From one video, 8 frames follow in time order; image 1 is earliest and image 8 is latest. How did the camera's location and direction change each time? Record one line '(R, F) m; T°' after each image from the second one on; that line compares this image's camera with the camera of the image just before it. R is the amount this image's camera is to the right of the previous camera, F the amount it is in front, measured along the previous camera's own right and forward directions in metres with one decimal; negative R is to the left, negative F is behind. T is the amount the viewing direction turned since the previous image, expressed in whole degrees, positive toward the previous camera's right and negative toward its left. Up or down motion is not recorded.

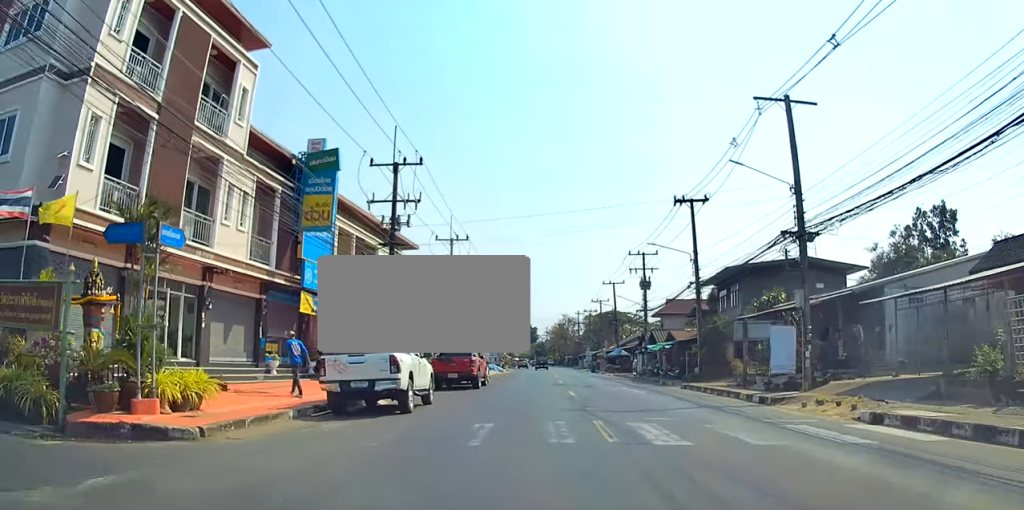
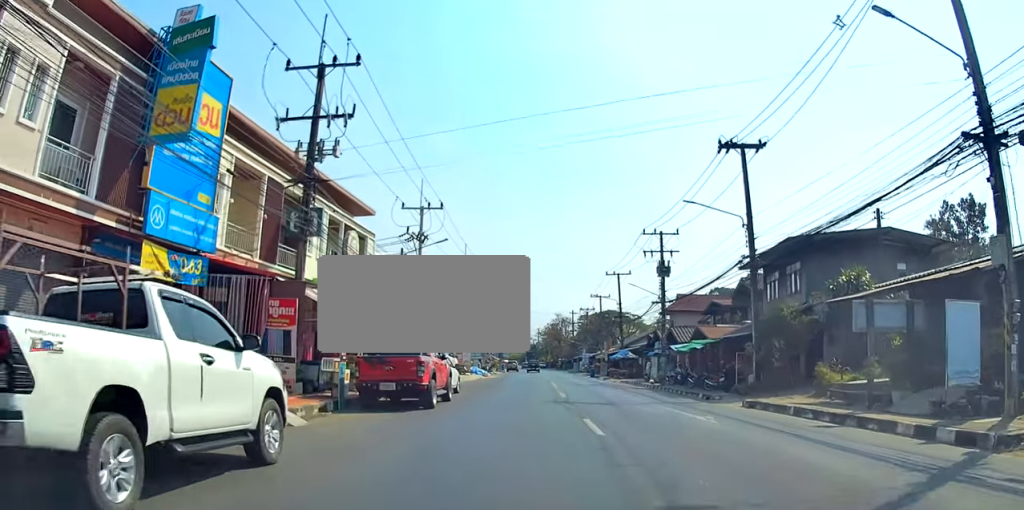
(+0.1, +10.5) m; +1°
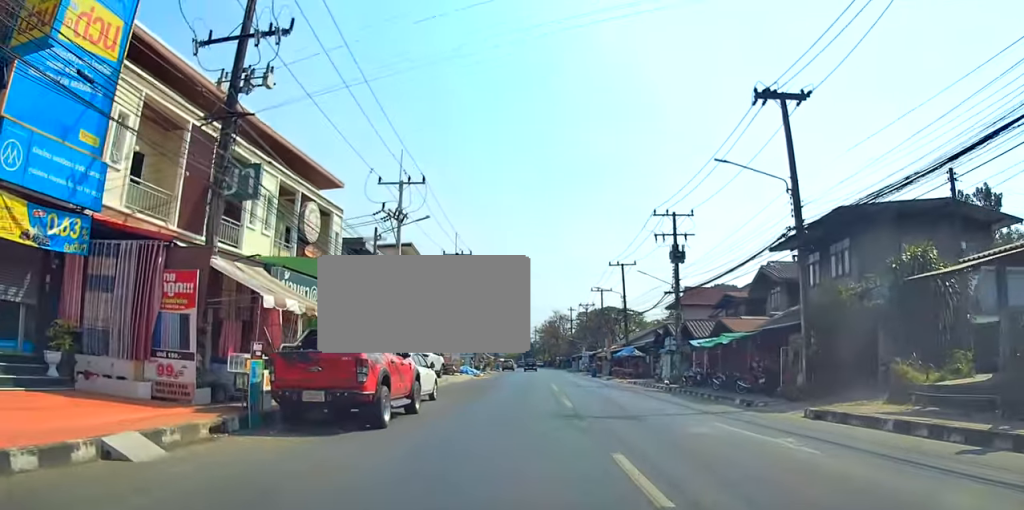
(0.0, +5.4) m; -1°
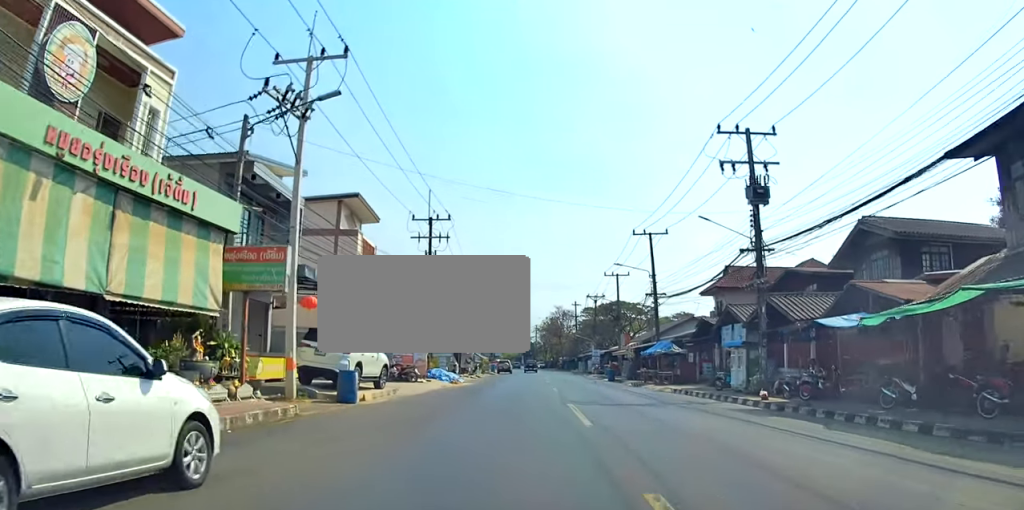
(-0.2, +14.0) m; -2°
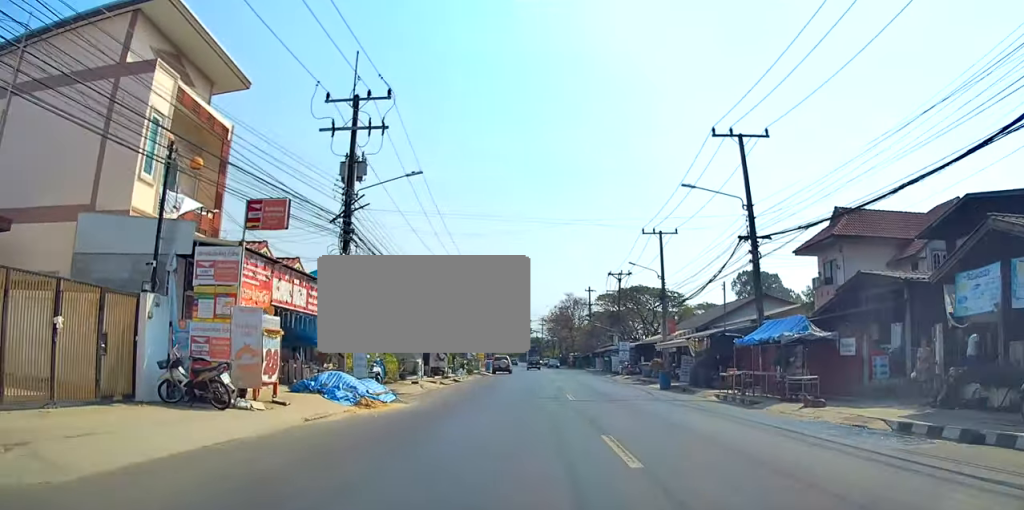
(0.0, +19.4) m; 0°
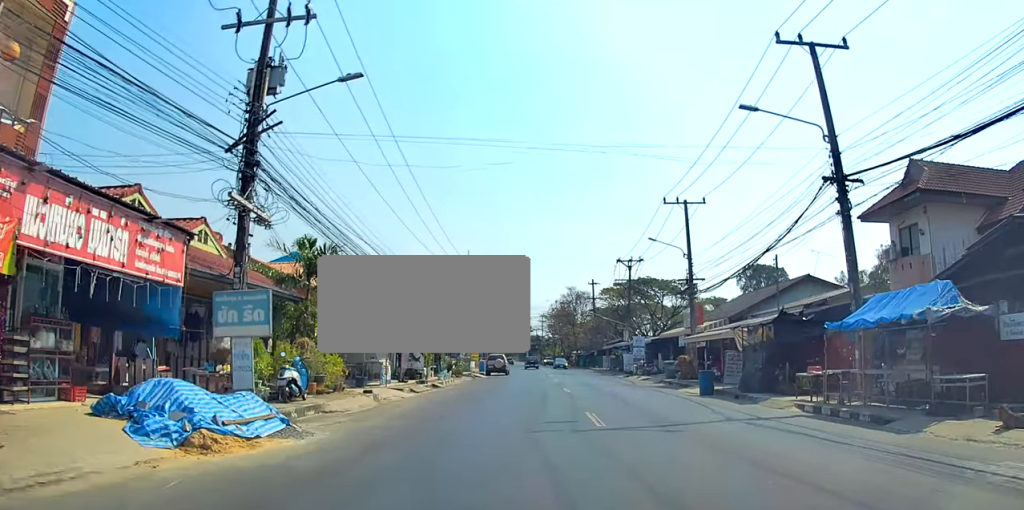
(0.0, +8.2) m; 0°
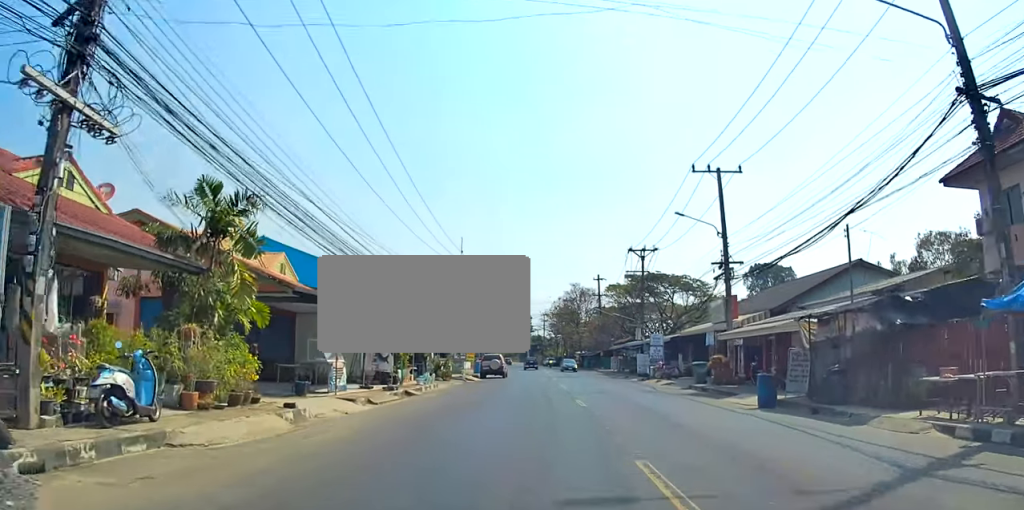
(-0.1, +6.0) m; 0°
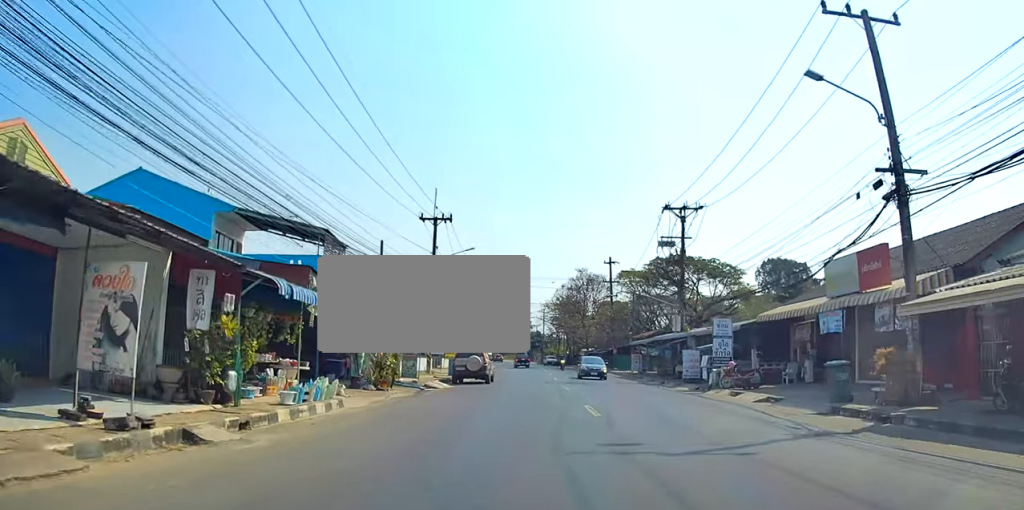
(+0.1, +14.8) m; +1°
